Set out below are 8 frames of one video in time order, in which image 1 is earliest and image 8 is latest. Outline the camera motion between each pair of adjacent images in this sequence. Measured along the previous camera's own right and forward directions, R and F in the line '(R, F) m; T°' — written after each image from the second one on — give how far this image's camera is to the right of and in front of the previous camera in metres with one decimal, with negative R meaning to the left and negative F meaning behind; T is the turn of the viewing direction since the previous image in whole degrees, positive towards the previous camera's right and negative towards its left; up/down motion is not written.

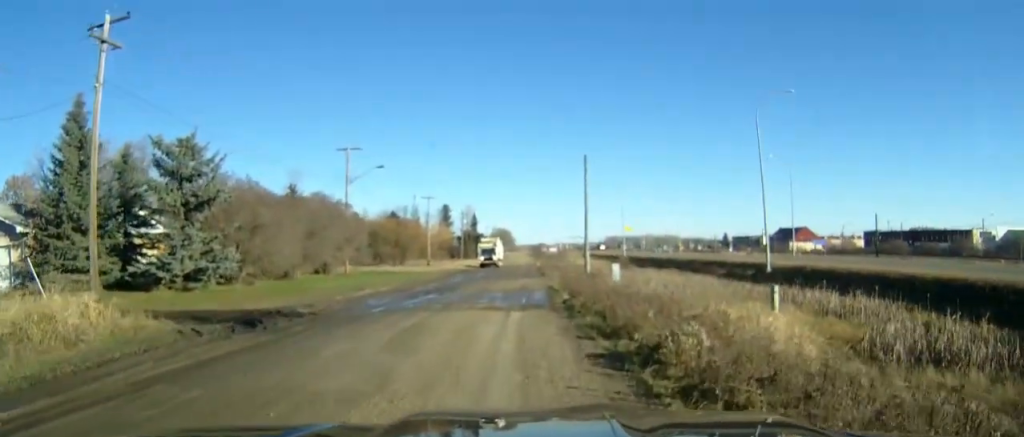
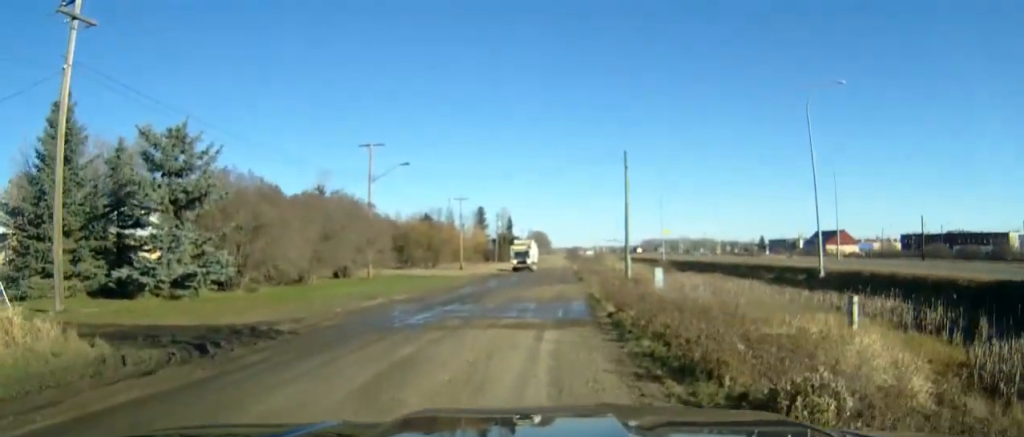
(-0.1, +3.7) m; -1°
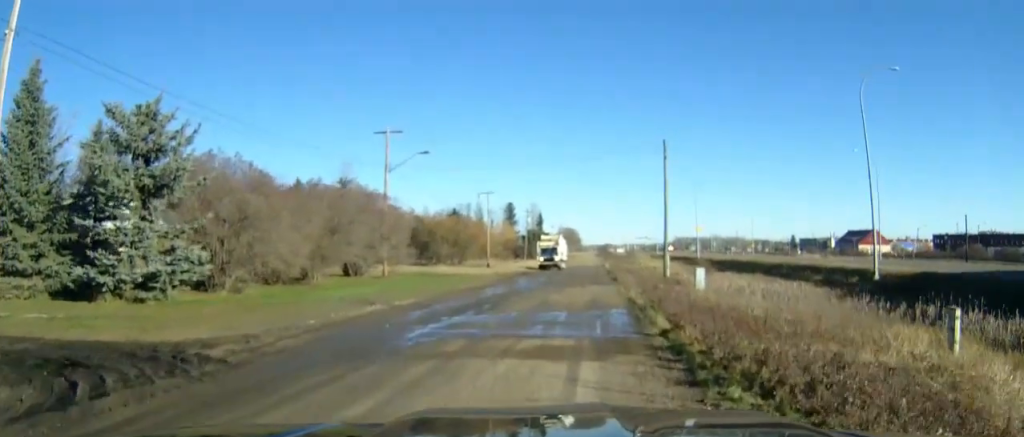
(0.0, +4.2) m; -2°
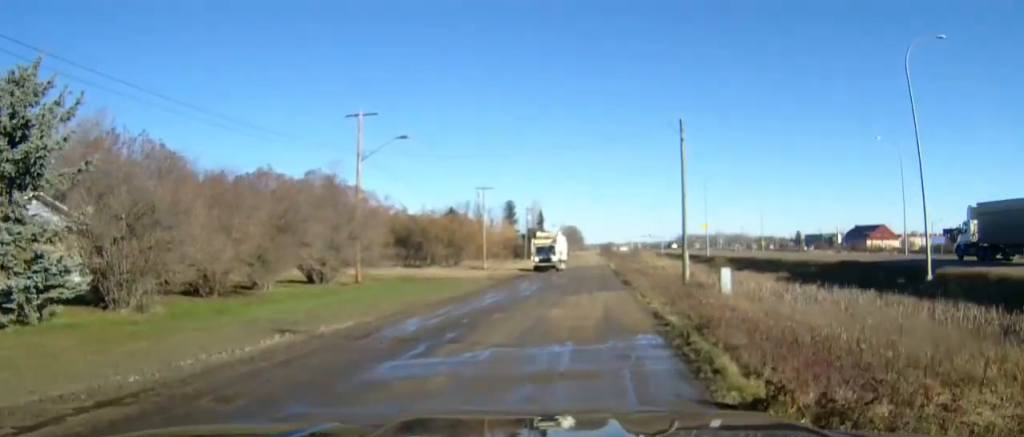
(-0.2, +6.2) m; -1°
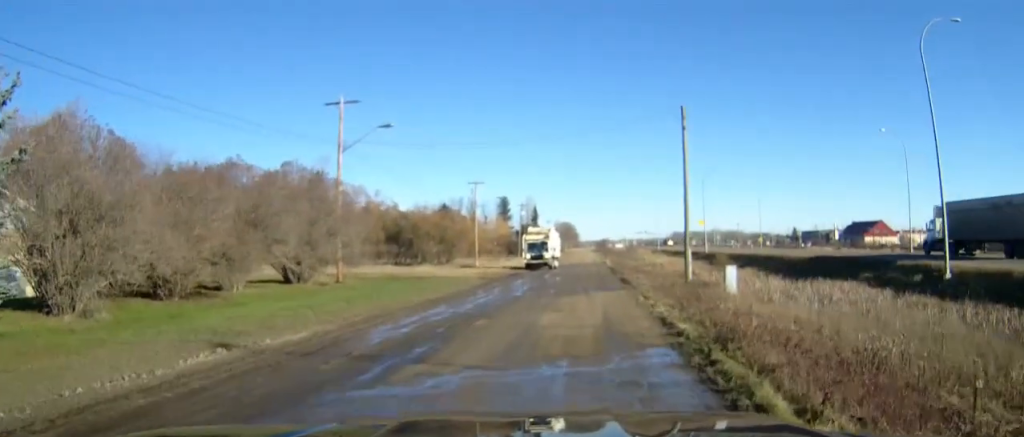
(0.0, +2.5) m; 0°
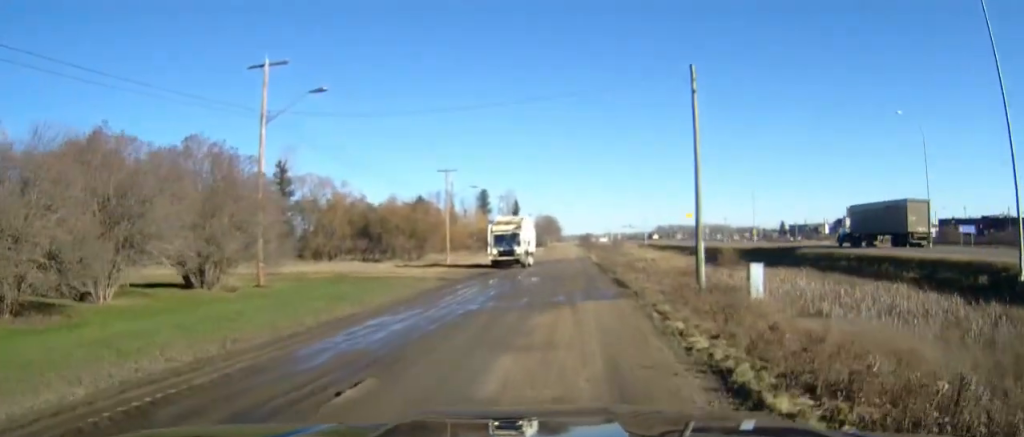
(+0.1, +8.2) m; +1°
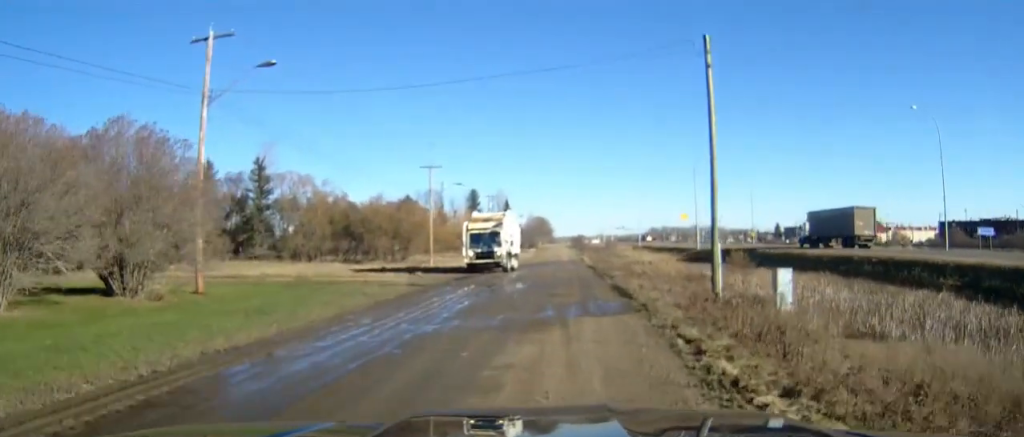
(0.0, +4.9) m; 0°
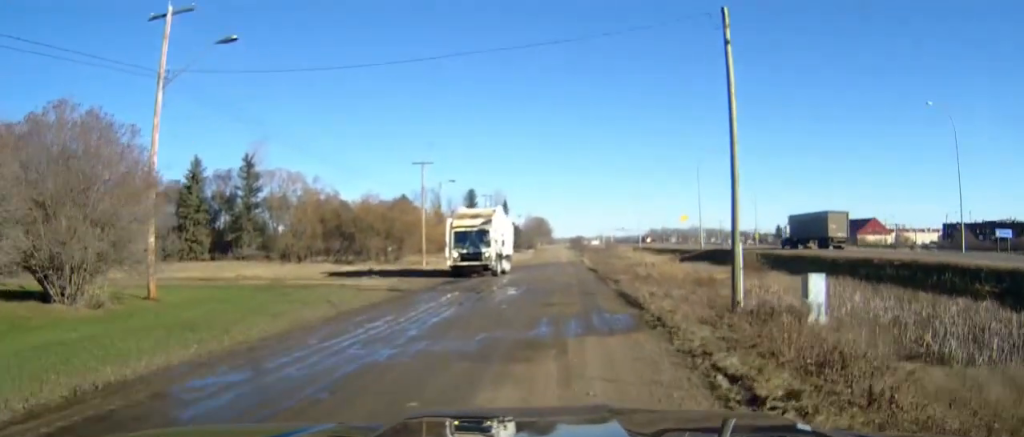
(0.0, +3.4) m; 0°
